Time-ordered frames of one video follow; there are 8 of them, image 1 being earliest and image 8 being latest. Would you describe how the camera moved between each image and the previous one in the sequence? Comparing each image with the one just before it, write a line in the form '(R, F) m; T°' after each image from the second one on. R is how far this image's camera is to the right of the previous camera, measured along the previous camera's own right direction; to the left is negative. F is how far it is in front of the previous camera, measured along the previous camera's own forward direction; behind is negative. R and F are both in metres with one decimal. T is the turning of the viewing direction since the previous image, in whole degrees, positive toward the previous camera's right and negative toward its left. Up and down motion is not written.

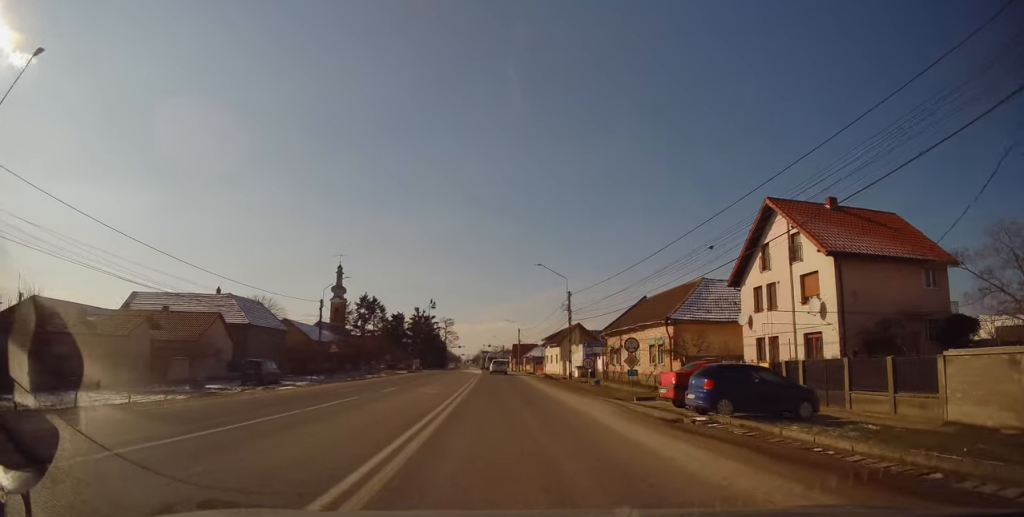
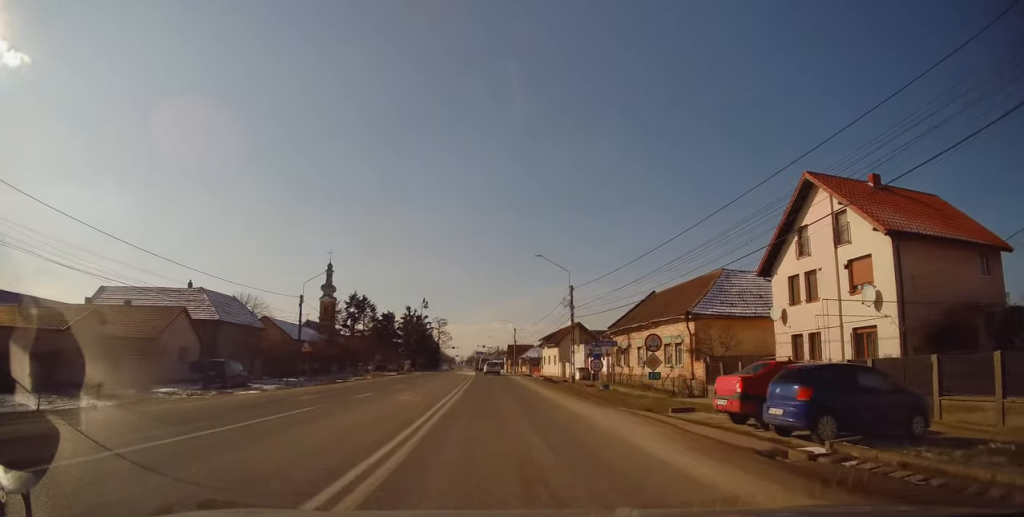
(-0.1, +4.9) m; -1°
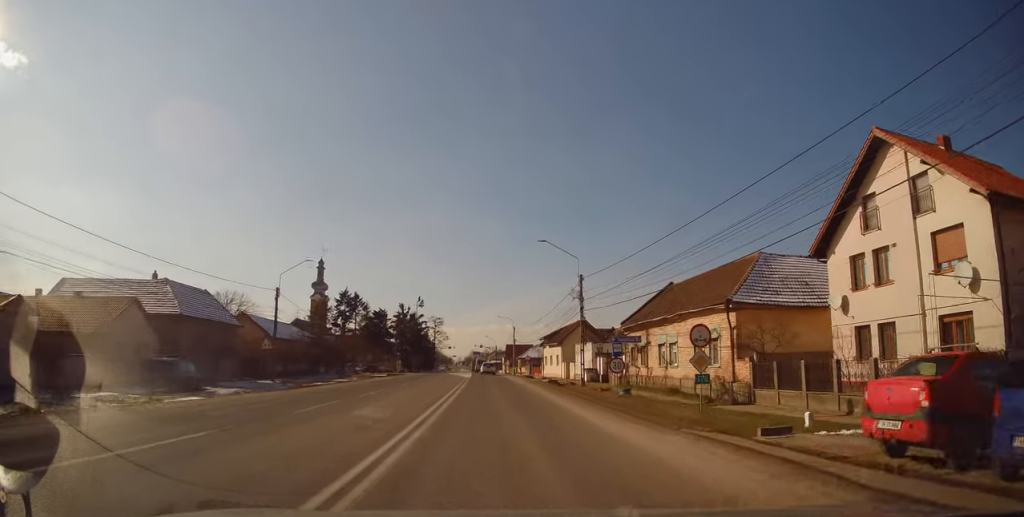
(-0.3, +5.4) m; 0°
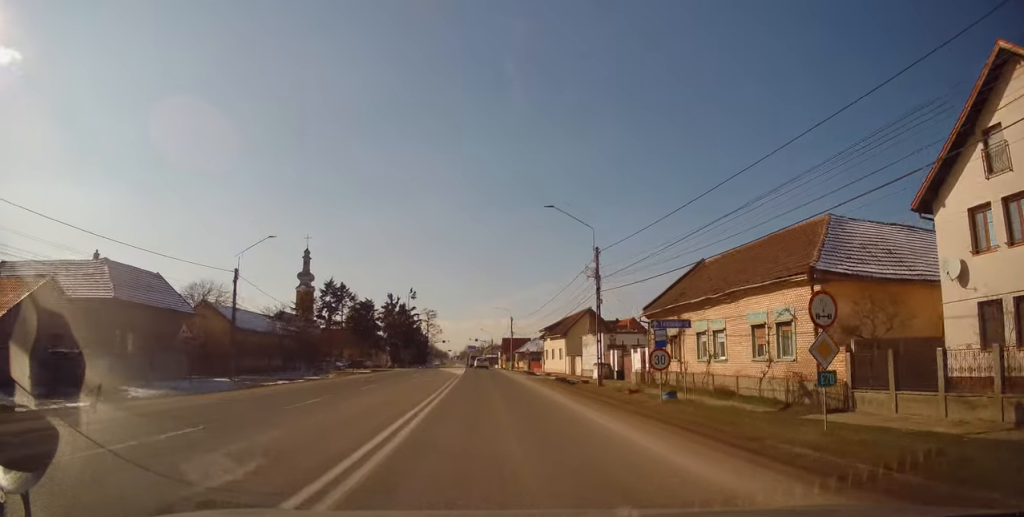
(+0.3, +7.1) m; +2°
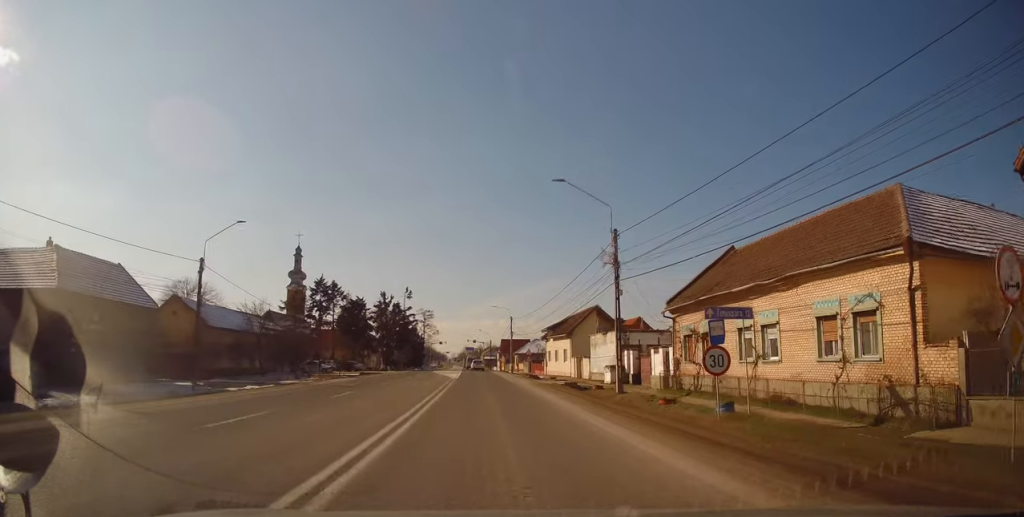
(+0.1, +5.1) m; +1°
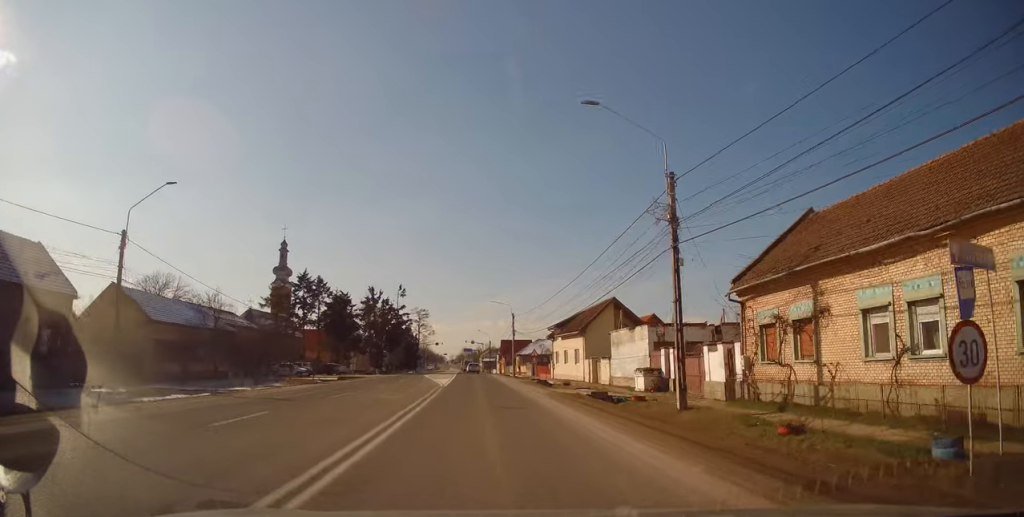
(+0.1, +8.9) m; -2°
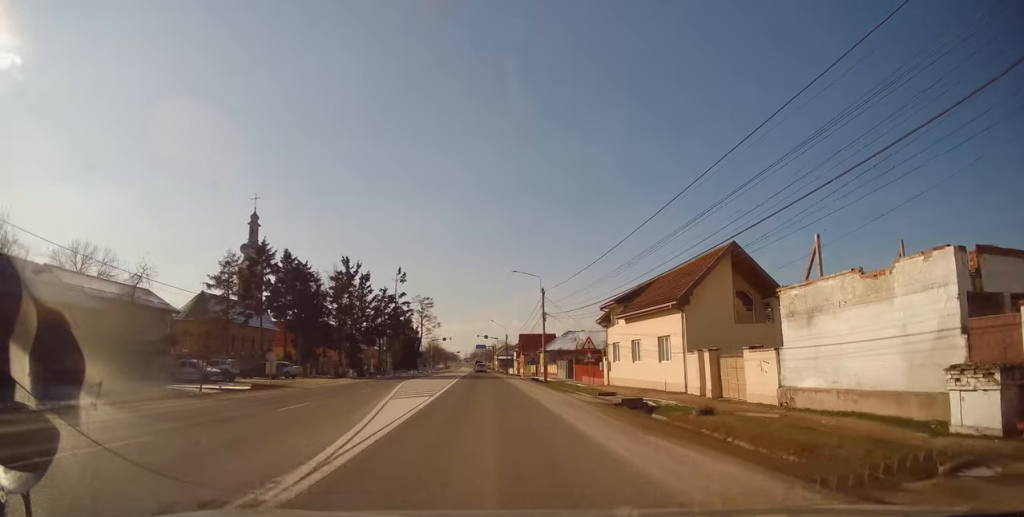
(-0.9, +22.8) m; 0°
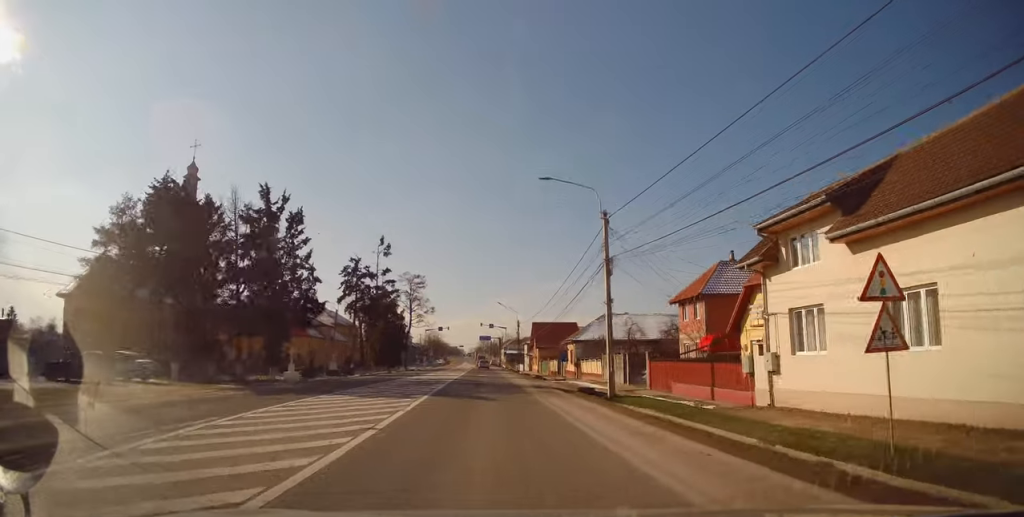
(+0.6, +23.4) m; 0°
